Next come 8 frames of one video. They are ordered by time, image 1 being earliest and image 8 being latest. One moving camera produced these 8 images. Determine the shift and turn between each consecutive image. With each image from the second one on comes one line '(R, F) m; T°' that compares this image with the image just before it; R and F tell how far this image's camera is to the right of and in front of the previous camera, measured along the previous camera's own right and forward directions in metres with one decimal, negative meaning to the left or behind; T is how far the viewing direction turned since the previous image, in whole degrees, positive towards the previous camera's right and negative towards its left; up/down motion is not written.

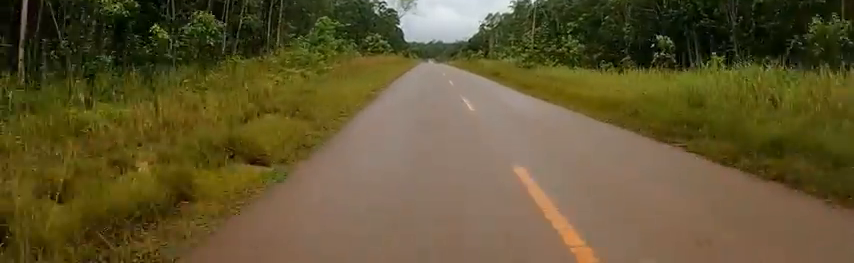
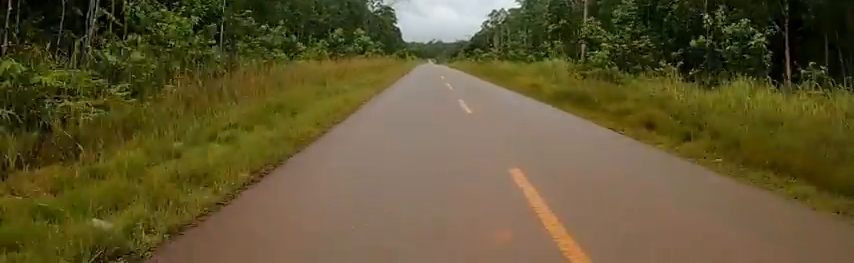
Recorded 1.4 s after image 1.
(+0.7, +16.9) m; +4°
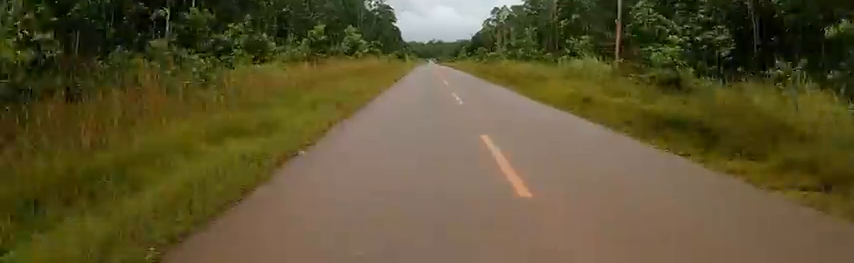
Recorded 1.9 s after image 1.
(+0.1, +5.6) m; -1°
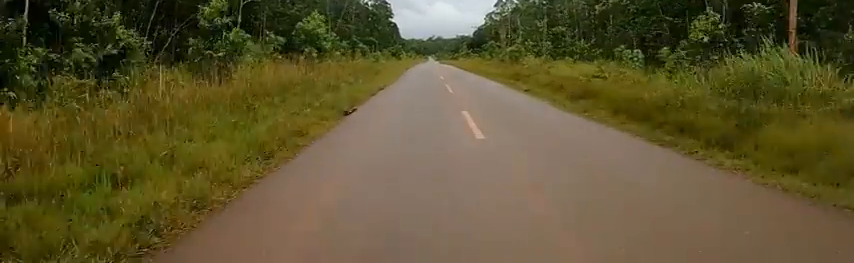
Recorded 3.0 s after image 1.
(-0.2, +13.6) m; -1°
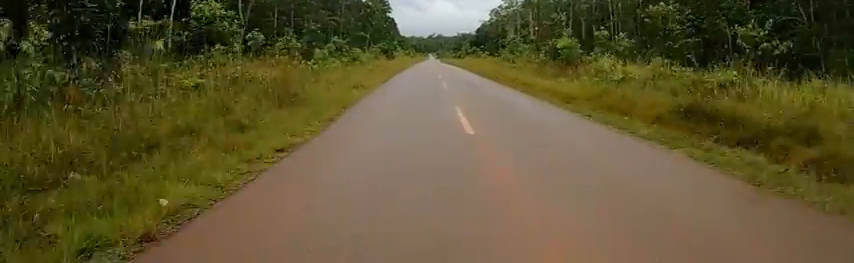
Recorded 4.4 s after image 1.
(+0.3, +16.7) m; 0°
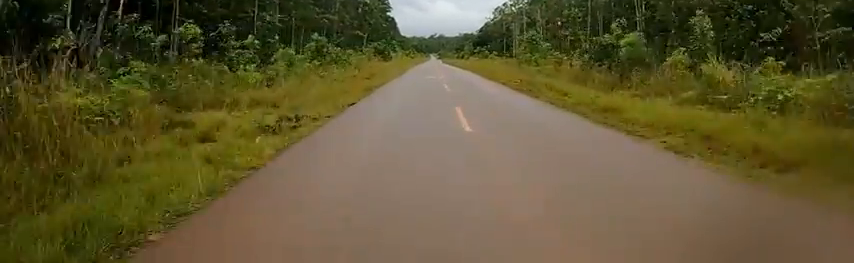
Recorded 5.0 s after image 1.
(-0.3, +7.5) m; 0°
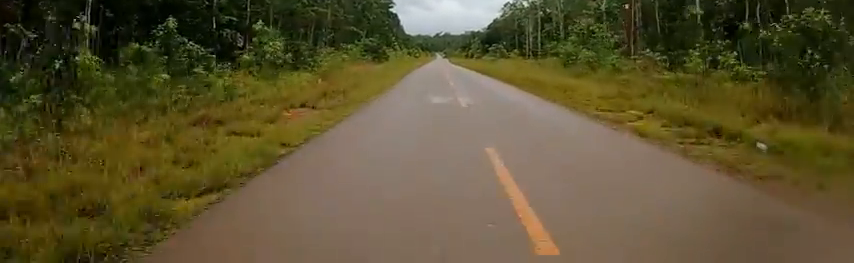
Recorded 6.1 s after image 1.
(0.0, +13.3) m; 0°
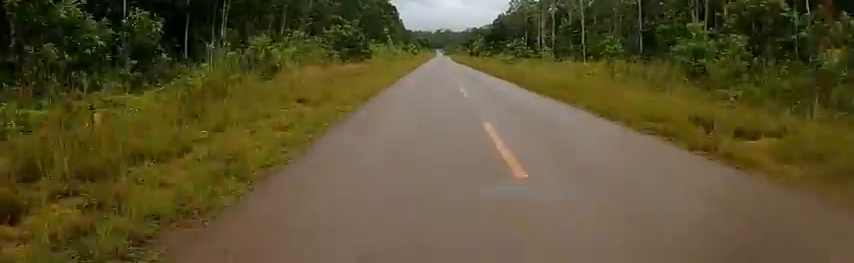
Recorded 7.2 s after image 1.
(-0.2, +14.7) m; -1°
